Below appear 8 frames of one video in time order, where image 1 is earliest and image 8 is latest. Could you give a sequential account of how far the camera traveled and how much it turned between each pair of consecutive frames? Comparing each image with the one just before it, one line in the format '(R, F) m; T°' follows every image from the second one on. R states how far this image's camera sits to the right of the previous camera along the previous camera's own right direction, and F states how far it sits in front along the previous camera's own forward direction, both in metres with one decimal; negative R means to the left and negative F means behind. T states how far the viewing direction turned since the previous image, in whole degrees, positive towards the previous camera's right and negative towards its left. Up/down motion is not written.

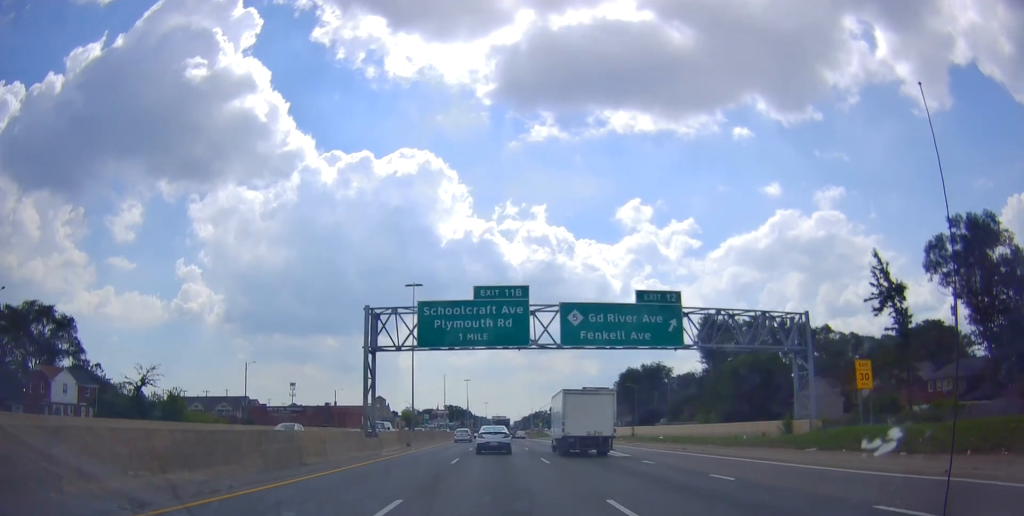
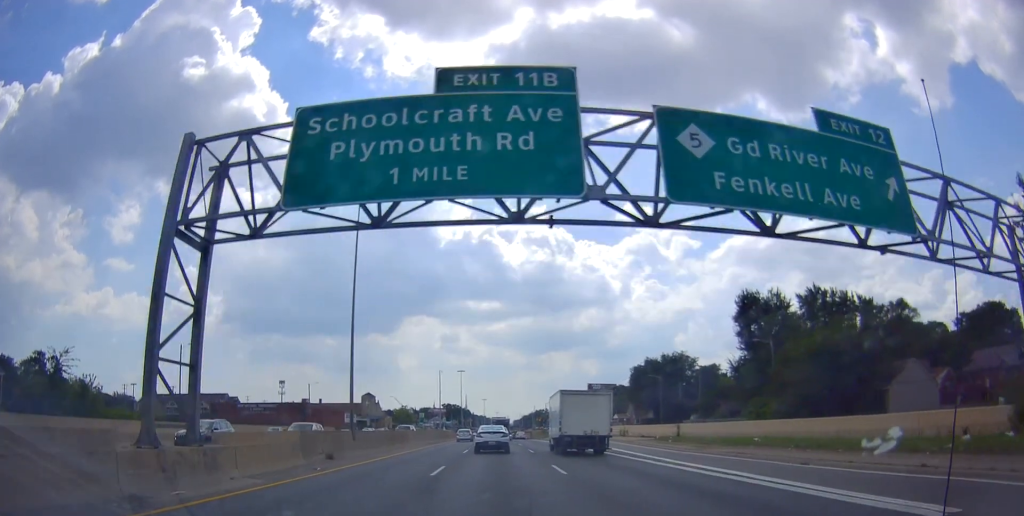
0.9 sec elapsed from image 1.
(+0.5, +21.2) m; 0°
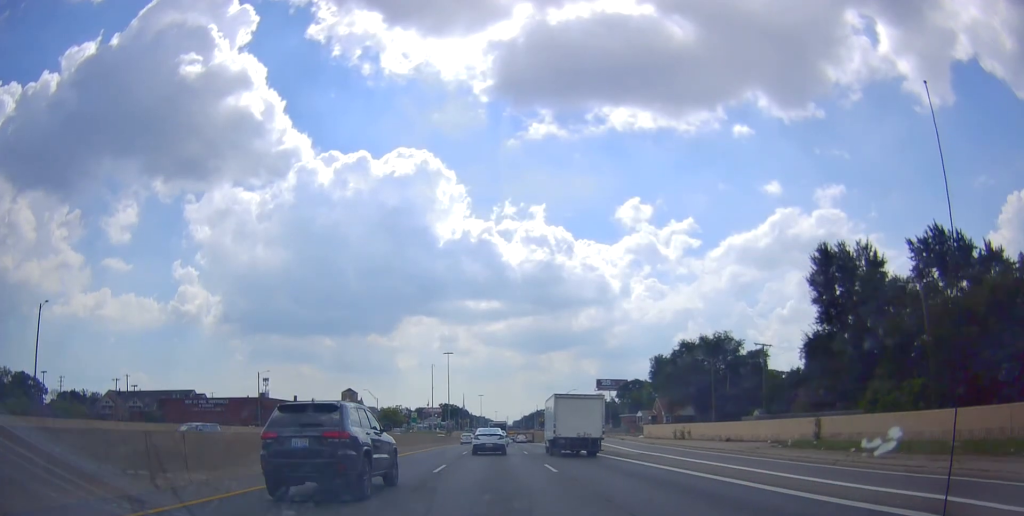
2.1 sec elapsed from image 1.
(-0.7, +28.6) m; -1°
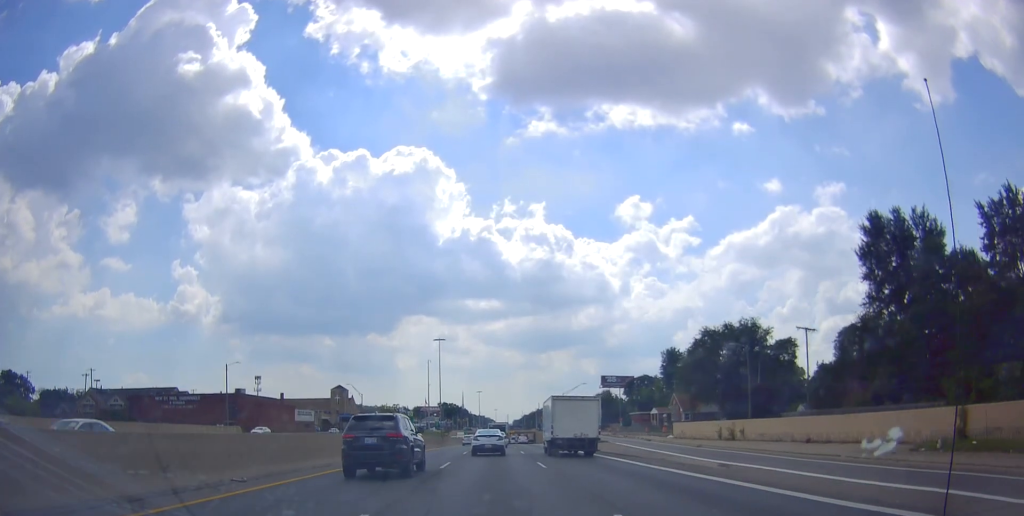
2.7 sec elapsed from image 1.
(+0.2, +13.0) m; 0°
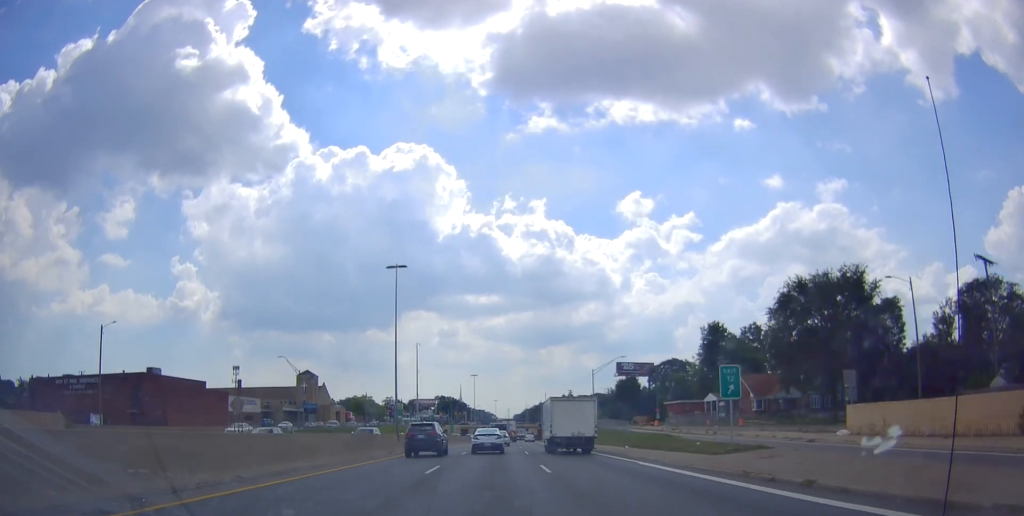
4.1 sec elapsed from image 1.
(+0.1, +33.3) m; +1°
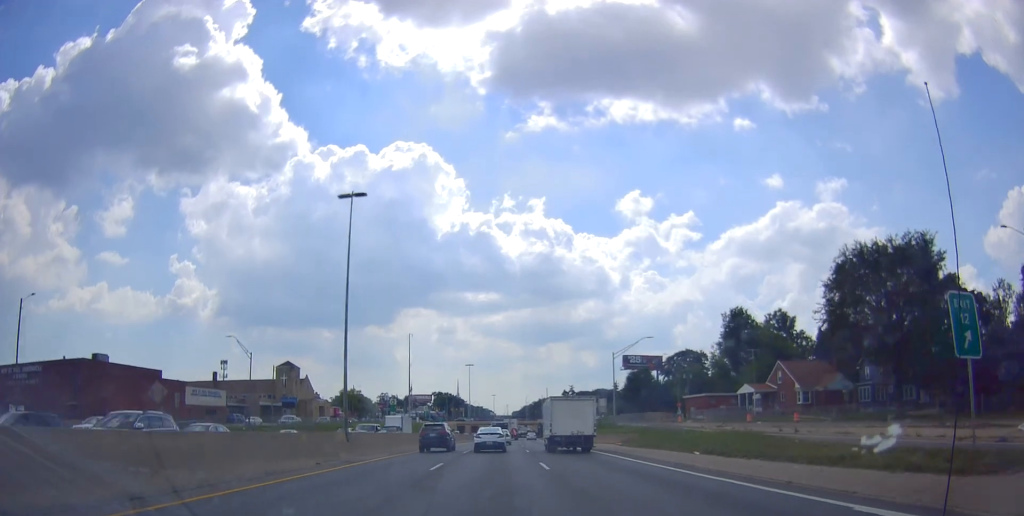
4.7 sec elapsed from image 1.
(+0.4, +14.1) m; +1°
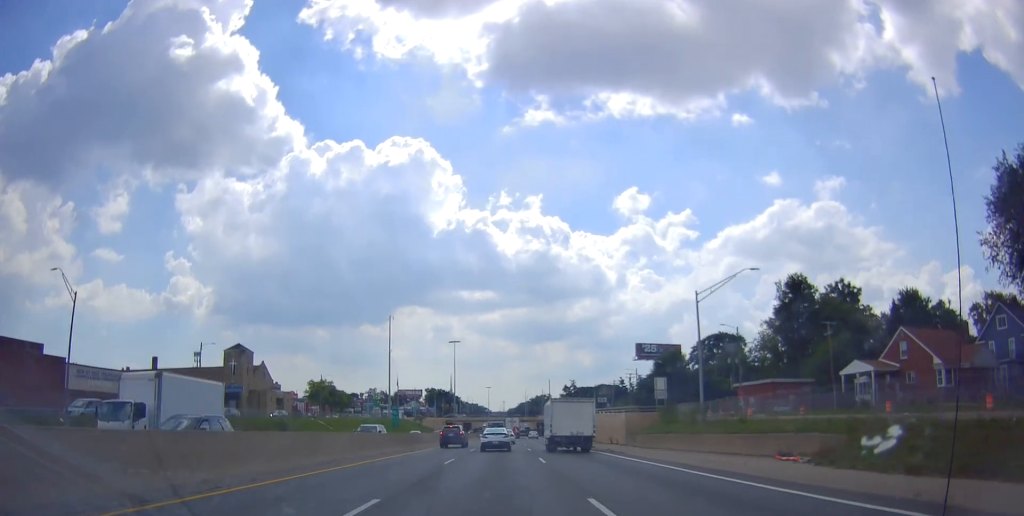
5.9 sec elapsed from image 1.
(-0.5, +26.8) m; -2°
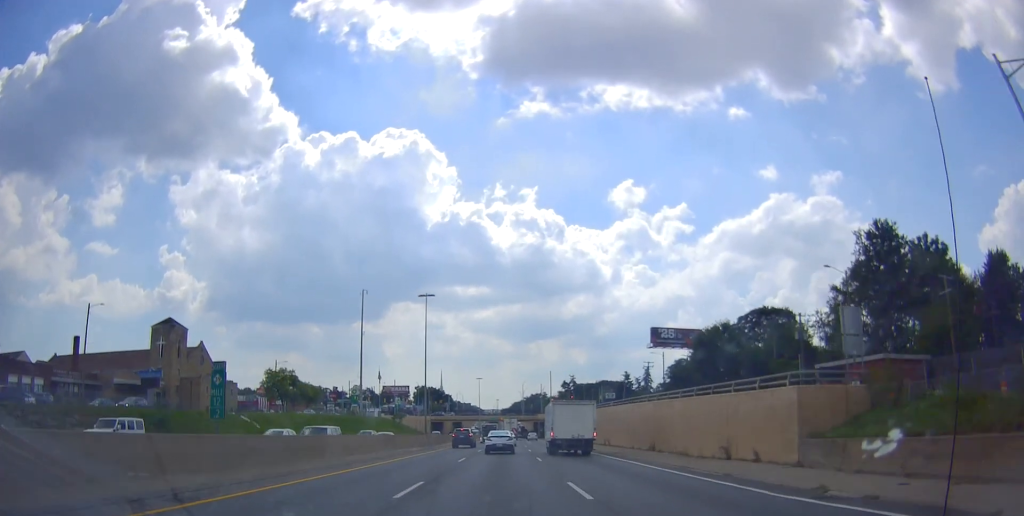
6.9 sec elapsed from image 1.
(-0.2, +25.7) m; +1°
